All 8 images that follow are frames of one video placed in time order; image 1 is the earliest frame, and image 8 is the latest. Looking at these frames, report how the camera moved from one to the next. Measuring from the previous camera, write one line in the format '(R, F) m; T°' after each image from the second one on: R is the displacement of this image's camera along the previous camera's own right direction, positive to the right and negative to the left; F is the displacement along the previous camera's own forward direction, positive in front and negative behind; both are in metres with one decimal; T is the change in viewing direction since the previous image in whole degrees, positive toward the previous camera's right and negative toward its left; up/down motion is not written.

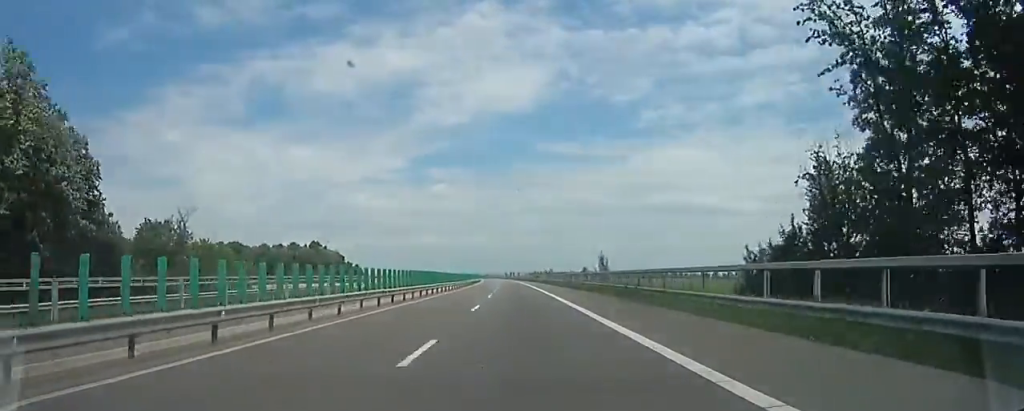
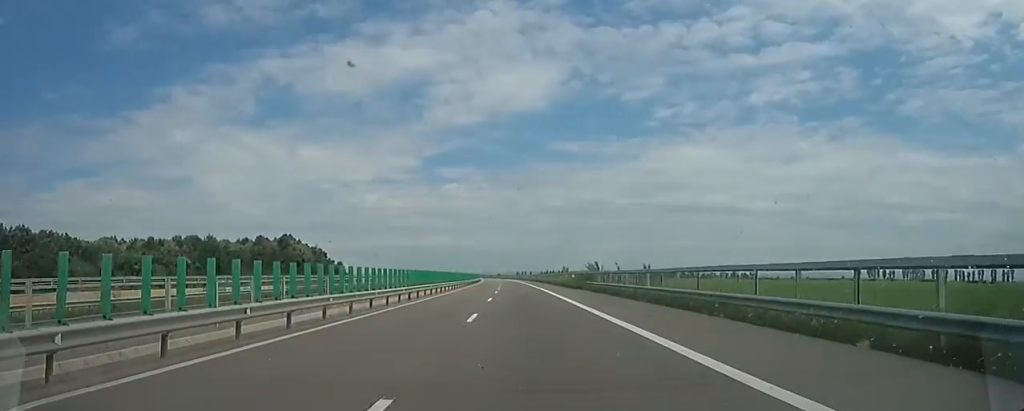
(+0.4, +52.6) m; -1°
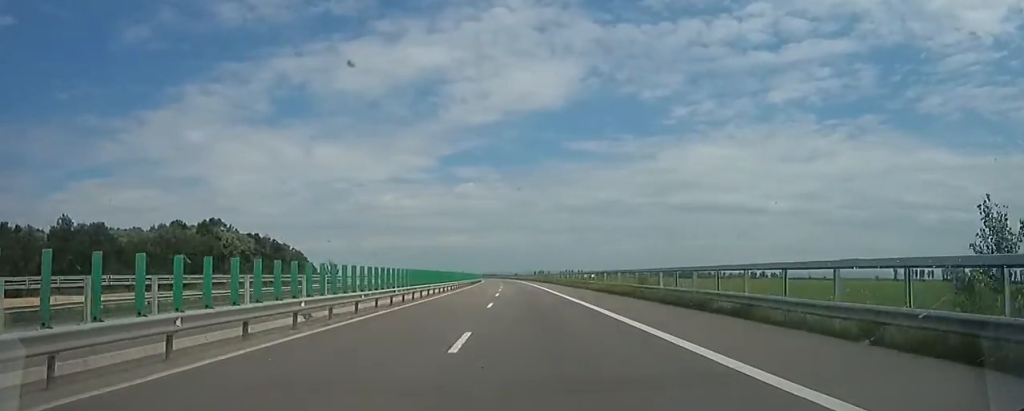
(-1.5, +77.2) m; -3°
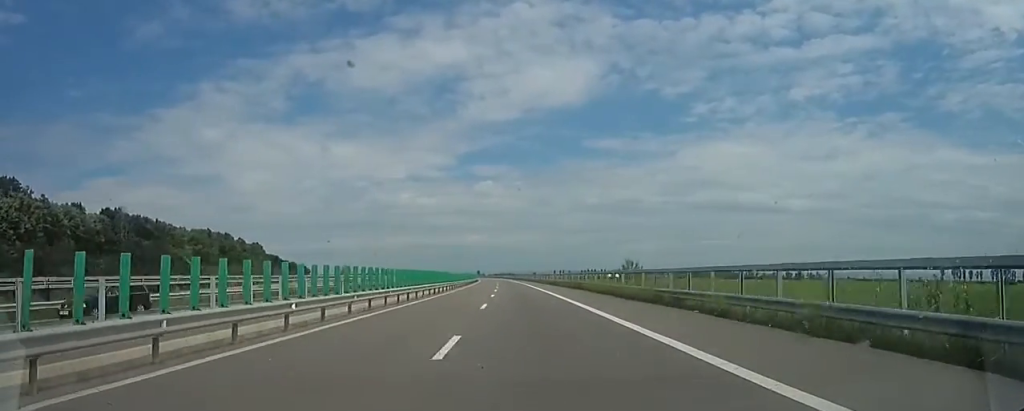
(-2.2, +96.3) m; -2°
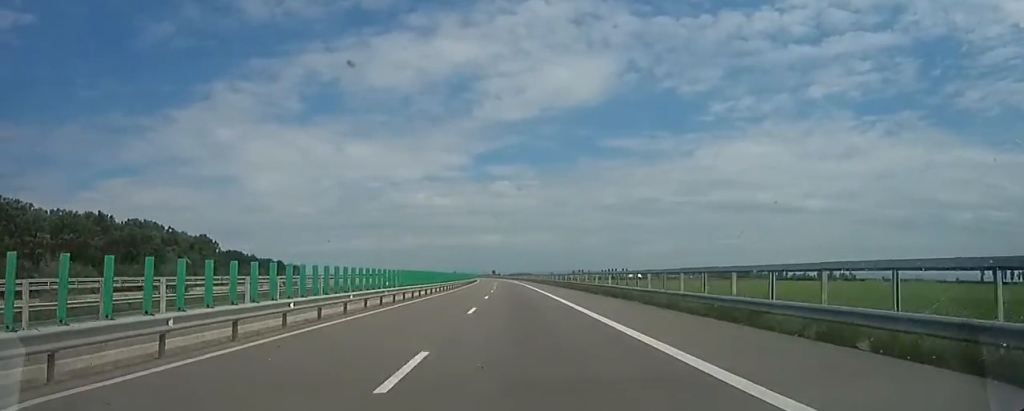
(-0.7, +74.3) m; -2°
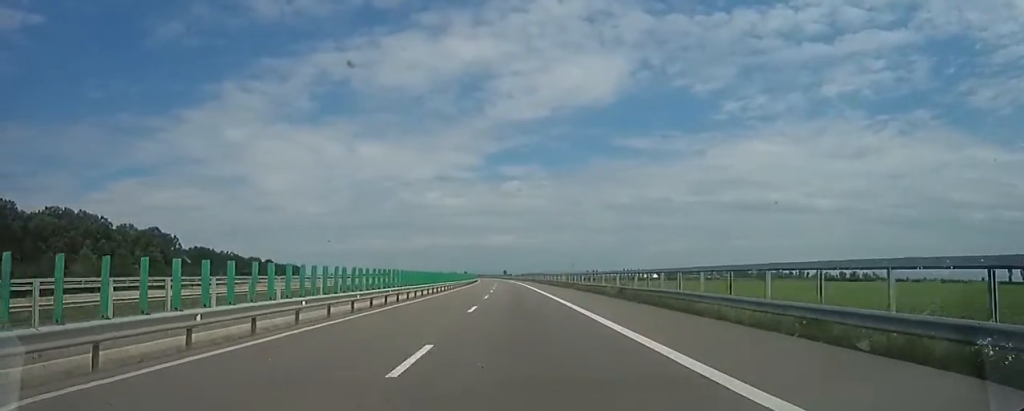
(-0.3, +47.3) m; -2°
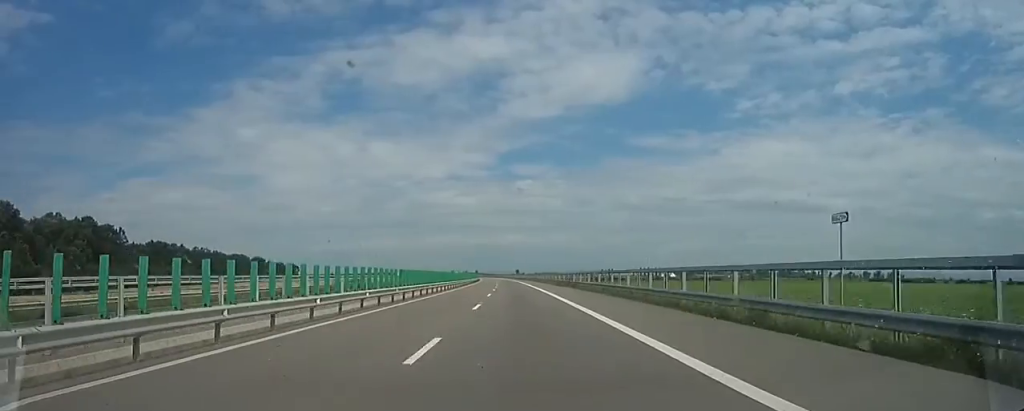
(-1.3, +47.2) m; -1°
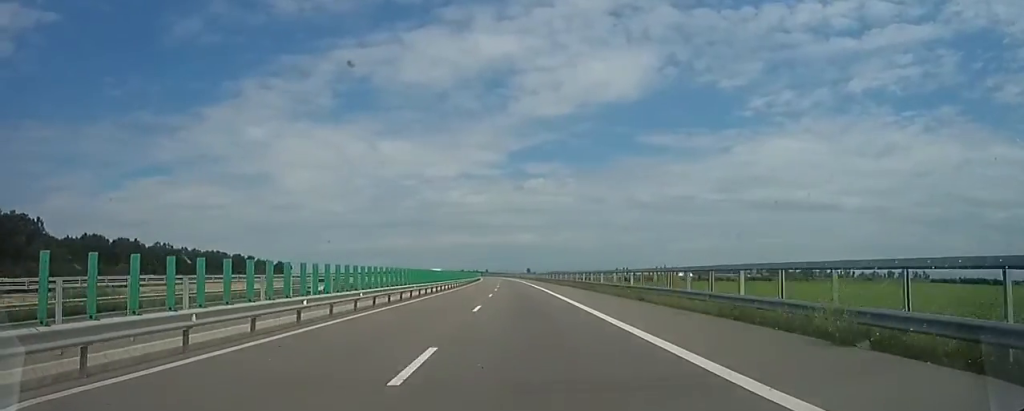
(-0.4, +49.6) m; -1°
